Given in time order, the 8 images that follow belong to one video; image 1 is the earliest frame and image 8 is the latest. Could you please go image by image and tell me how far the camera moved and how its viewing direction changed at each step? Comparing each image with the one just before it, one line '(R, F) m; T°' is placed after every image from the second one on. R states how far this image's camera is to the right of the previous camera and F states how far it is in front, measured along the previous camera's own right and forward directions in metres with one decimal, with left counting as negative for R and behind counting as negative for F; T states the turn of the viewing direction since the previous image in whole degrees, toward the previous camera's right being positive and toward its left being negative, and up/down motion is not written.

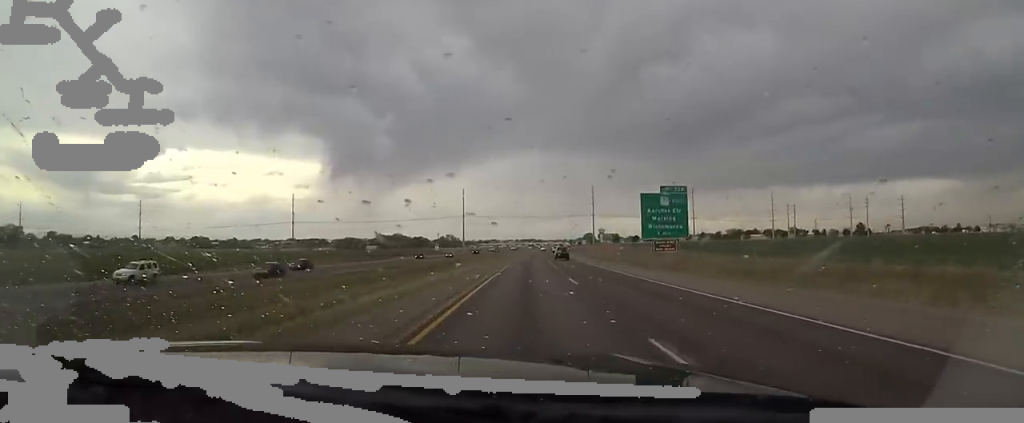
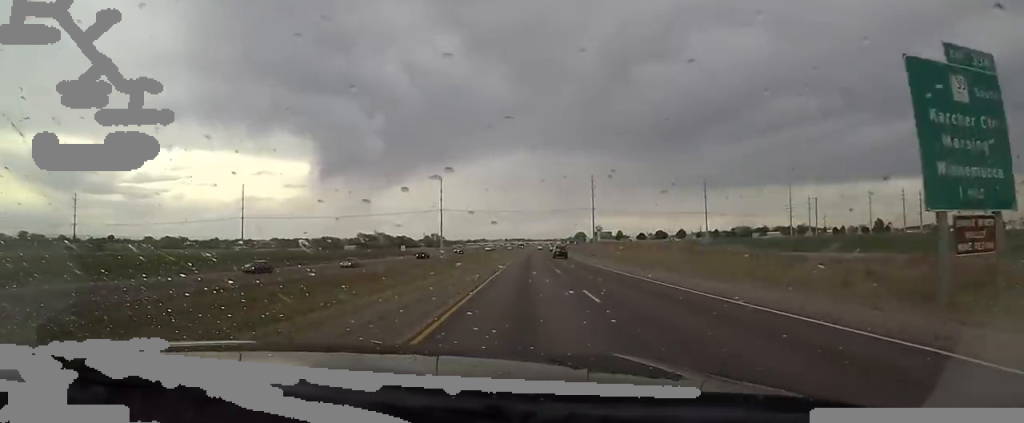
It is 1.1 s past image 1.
(+1.2, +36.8) m; +2°
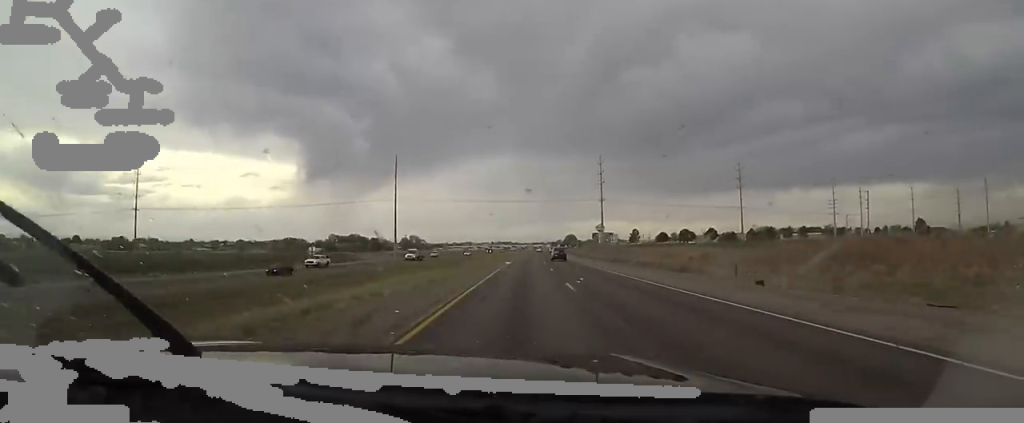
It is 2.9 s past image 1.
(0.0, +56.5) m; 0°
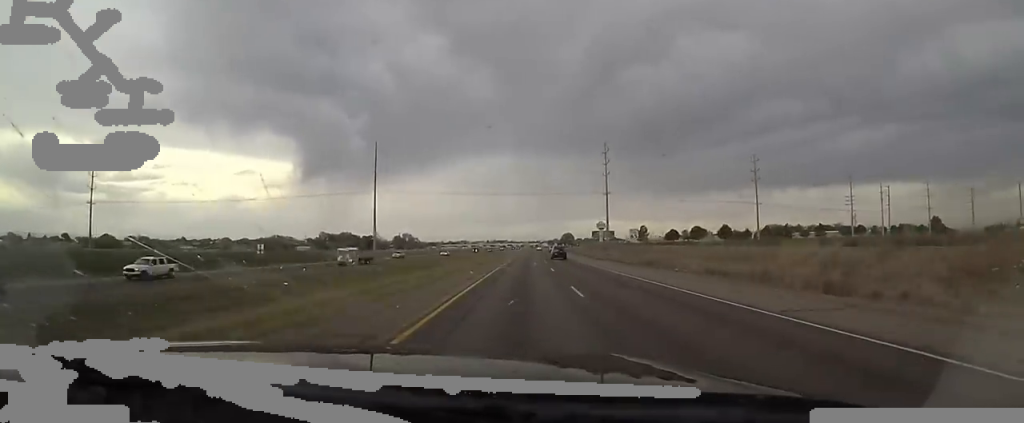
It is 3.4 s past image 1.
(0.0, +17.4) m; 0°
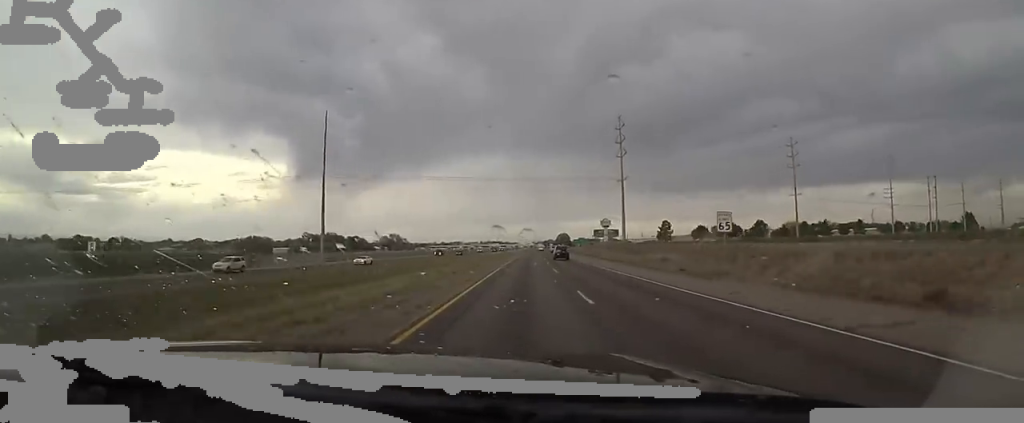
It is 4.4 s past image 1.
(0.0, +31.8) m; +2°
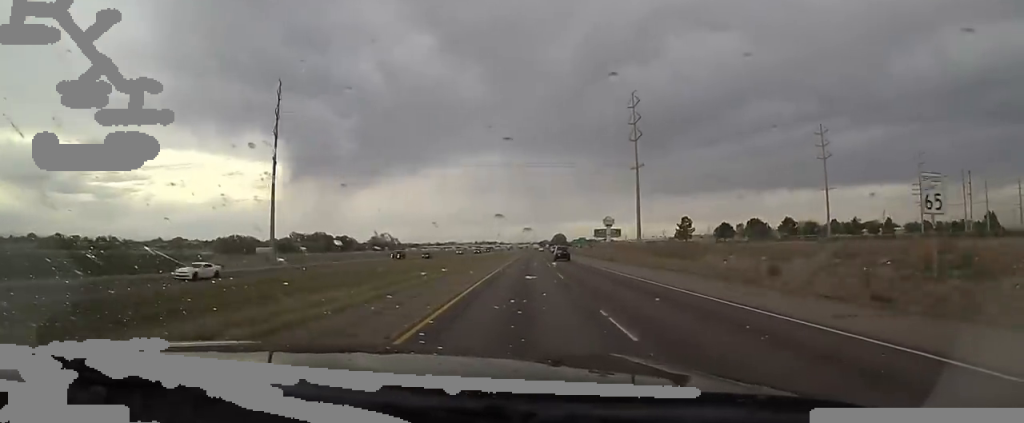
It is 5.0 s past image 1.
(+0.2, +19.9) m; +1°
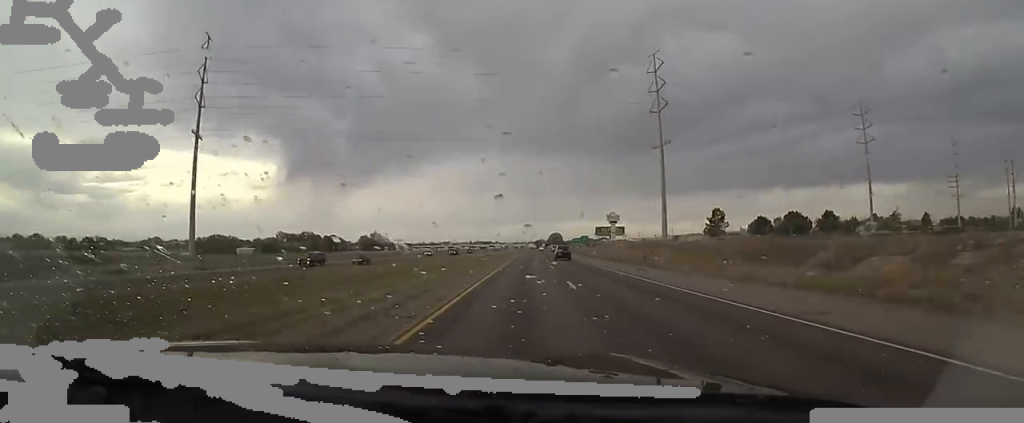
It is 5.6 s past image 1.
(+0.9, +21.1) m; 0°
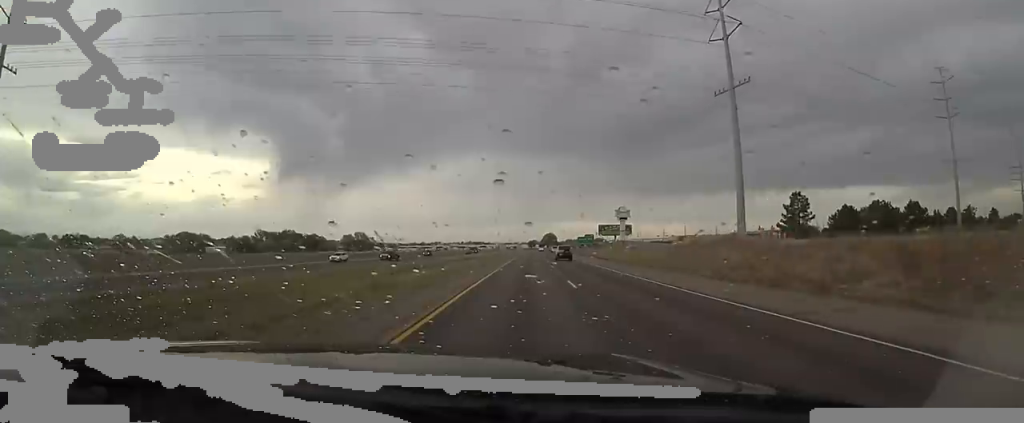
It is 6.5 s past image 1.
(-1.0, +30.4) m; -1°
